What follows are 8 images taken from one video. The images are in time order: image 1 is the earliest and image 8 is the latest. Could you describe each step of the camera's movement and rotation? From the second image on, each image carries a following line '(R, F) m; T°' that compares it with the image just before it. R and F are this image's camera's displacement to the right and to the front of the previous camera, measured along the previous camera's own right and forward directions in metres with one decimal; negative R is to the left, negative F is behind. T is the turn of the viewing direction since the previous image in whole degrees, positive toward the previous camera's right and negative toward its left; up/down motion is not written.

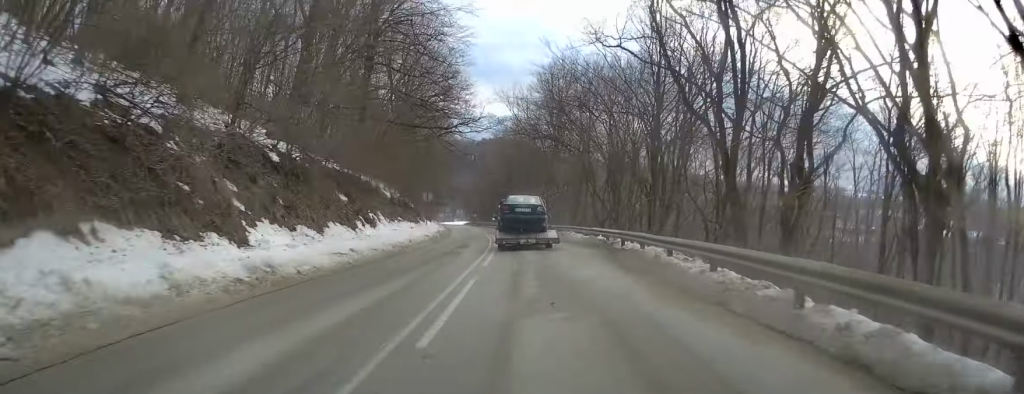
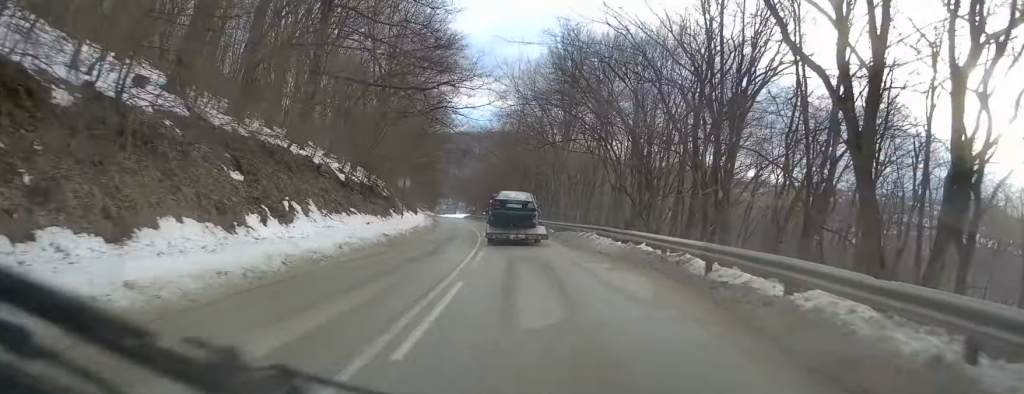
(-0.2, +10.1) m; 0°
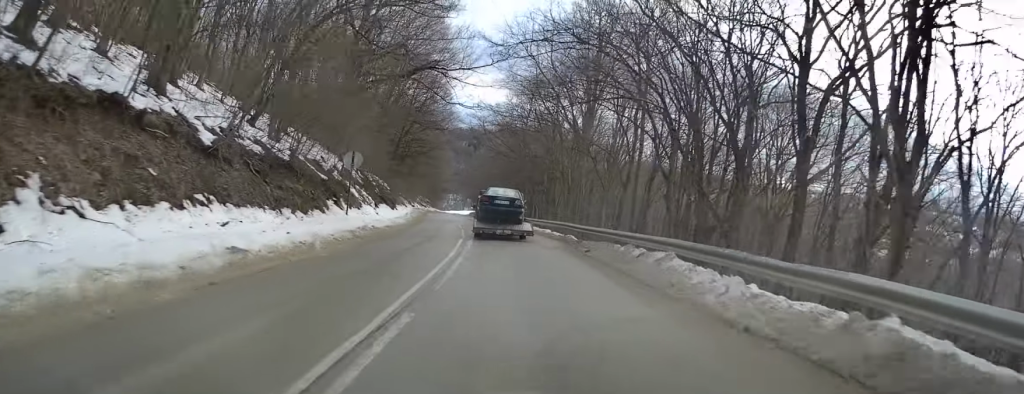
(+0.2, +13.0) m; +1°
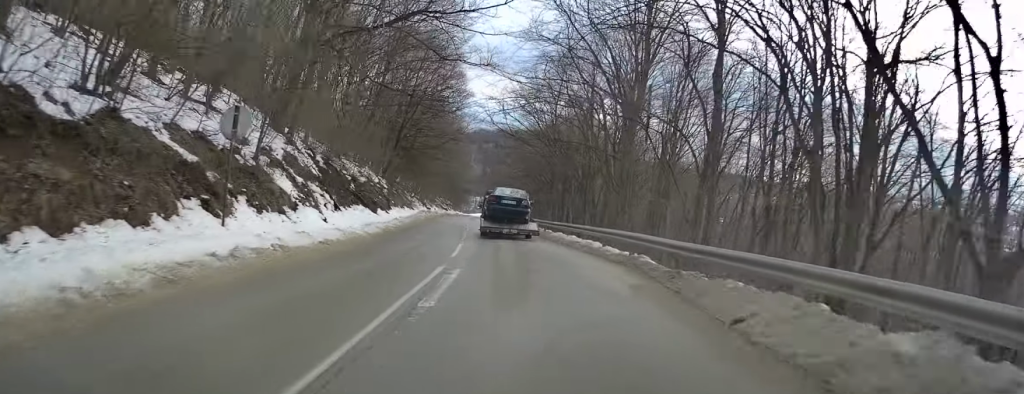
(0.0, +12.3) m; -1°
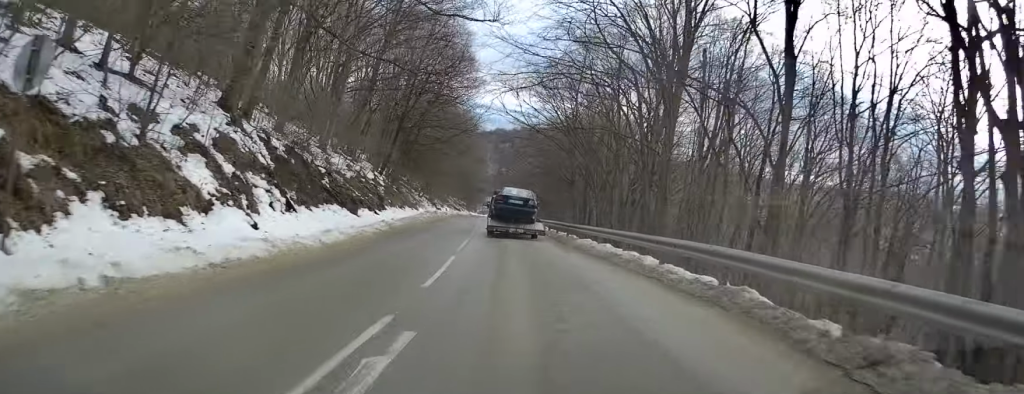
(+0.2, +6.7) m; -1°
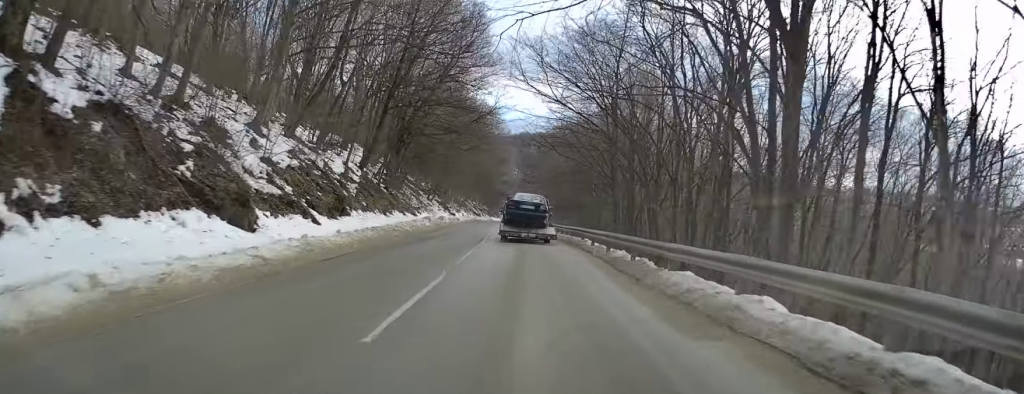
(-0.6, +12.4) m; -2°
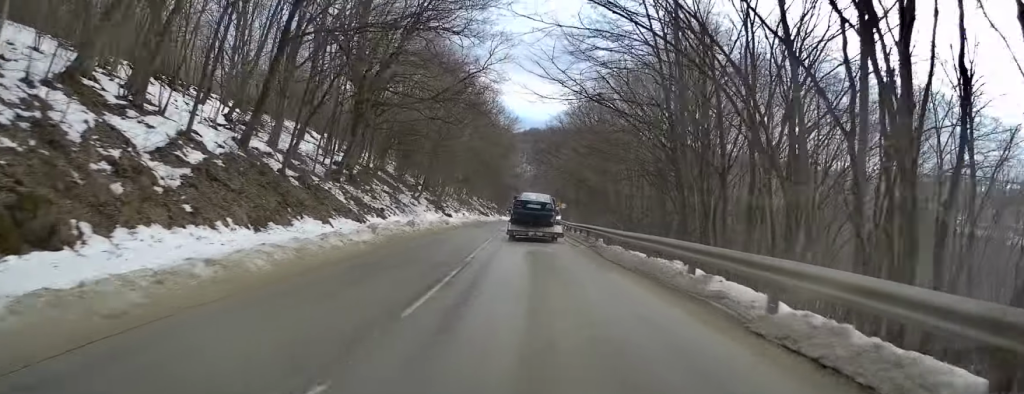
(+0.1, +16.6) m; -1°
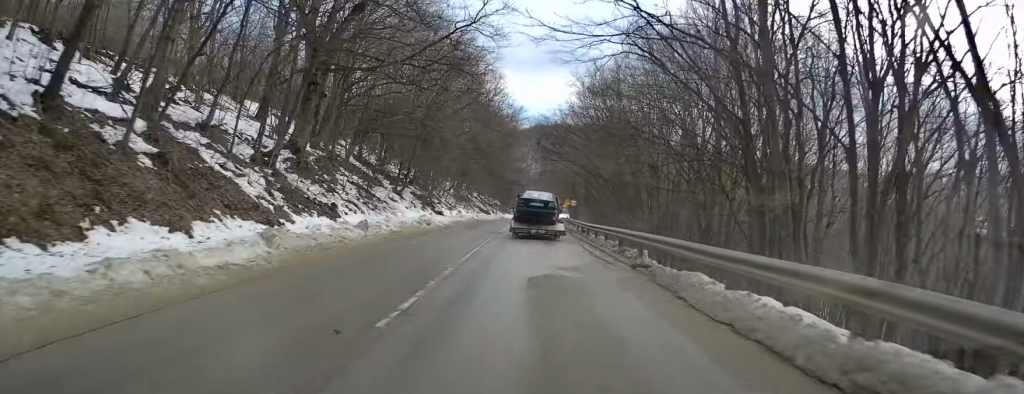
(-0.1, +9.4) m; -1°
